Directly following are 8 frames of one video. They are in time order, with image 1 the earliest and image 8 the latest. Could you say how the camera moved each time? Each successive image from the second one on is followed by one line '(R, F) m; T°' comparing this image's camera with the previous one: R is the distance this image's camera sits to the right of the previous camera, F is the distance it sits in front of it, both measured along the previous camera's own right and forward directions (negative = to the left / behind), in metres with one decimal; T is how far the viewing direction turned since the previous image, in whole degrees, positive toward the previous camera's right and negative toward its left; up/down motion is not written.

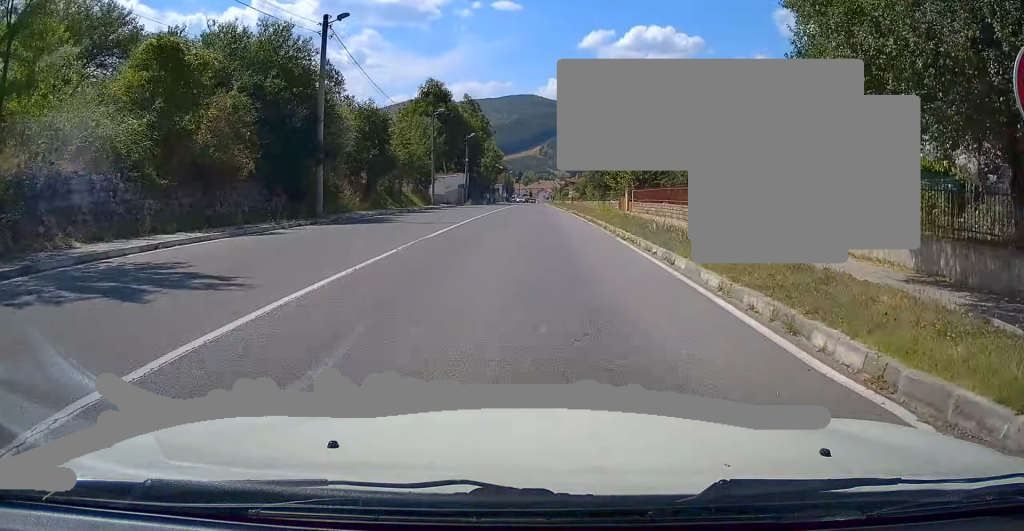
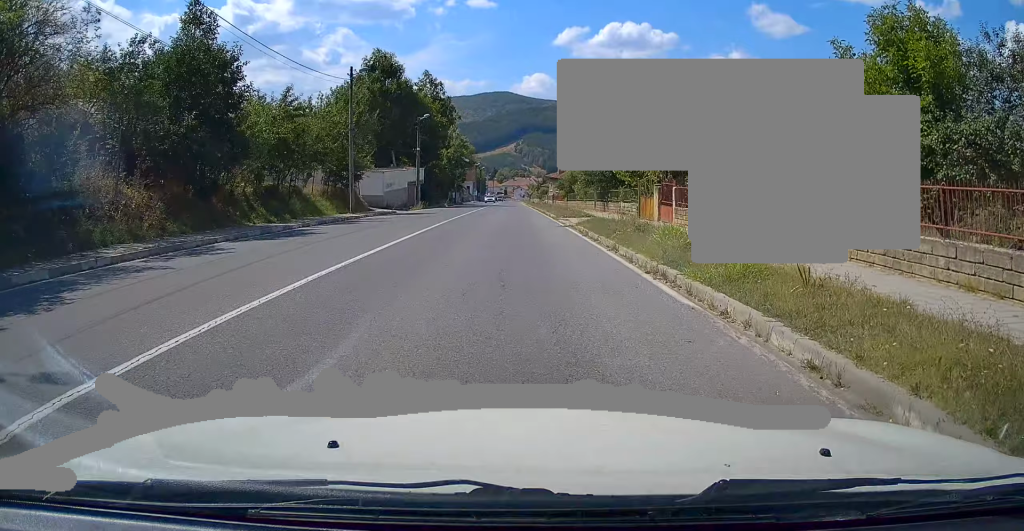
(+1.0, +17.9) m; +4°
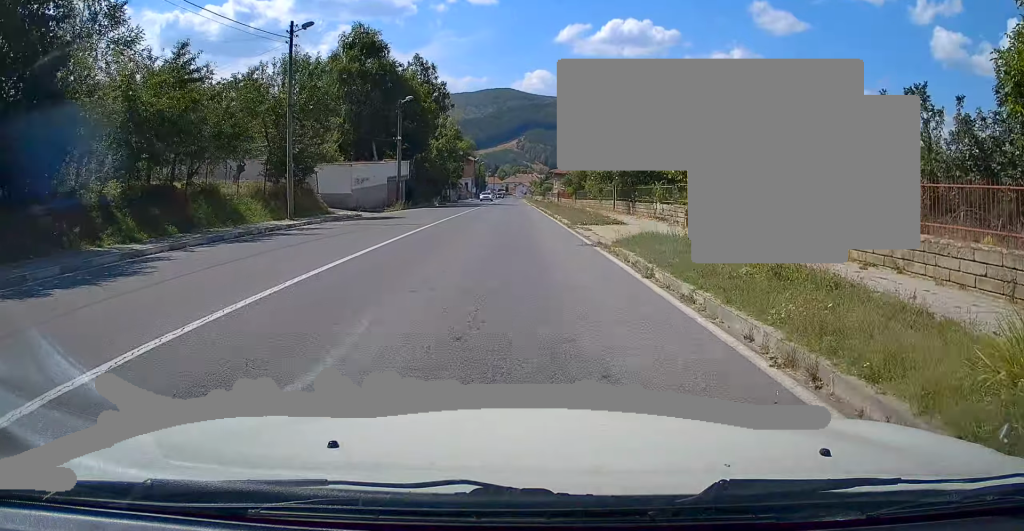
(+0.2, +9.2) m; 0°
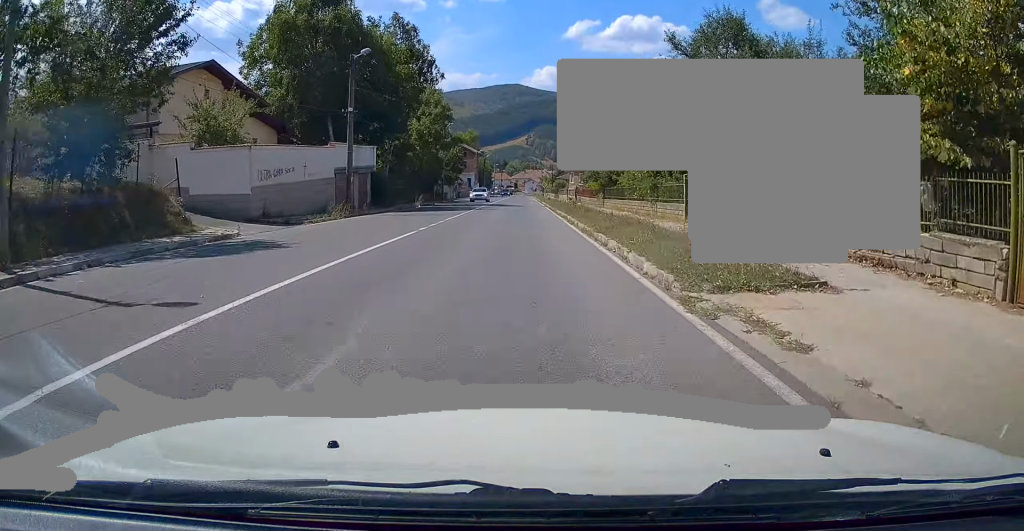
(-0.3, +15.6) m; -1°
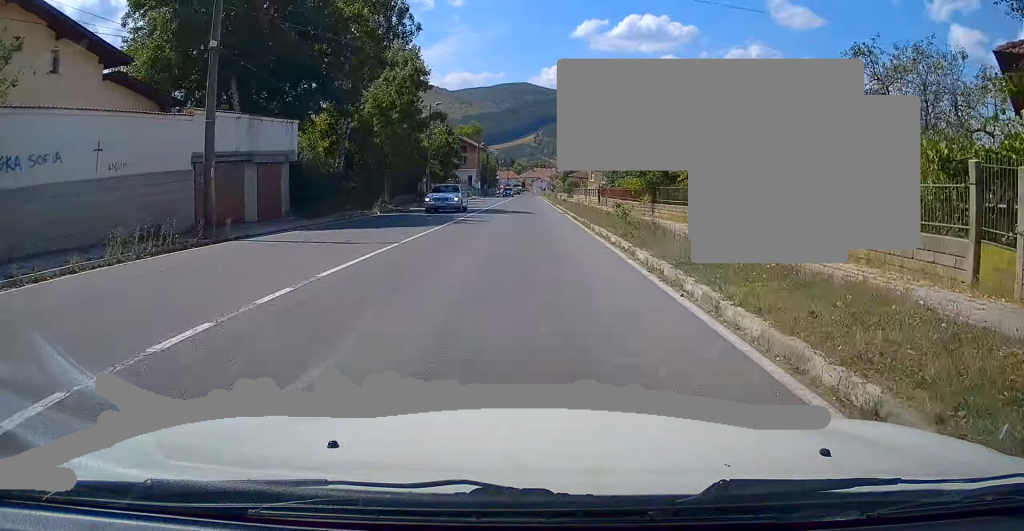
(+0.1, +15.8) m; 0°
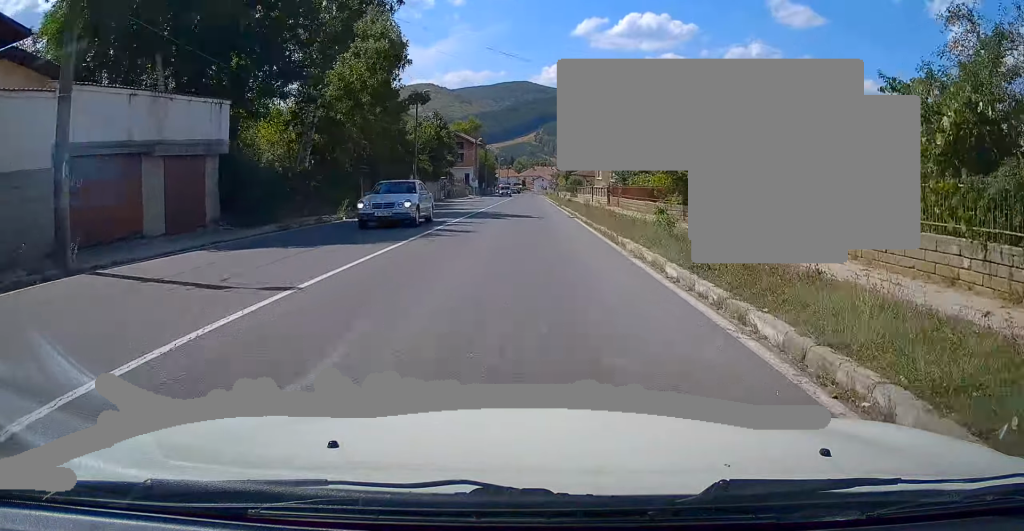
(+0.1, +6.3) m; -1°
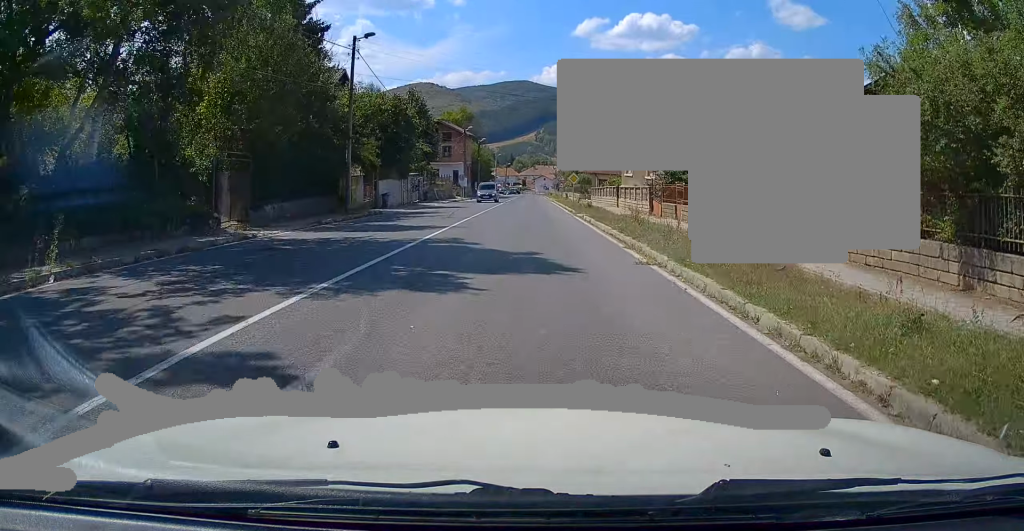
(-0.4, +17.2) m; 0°
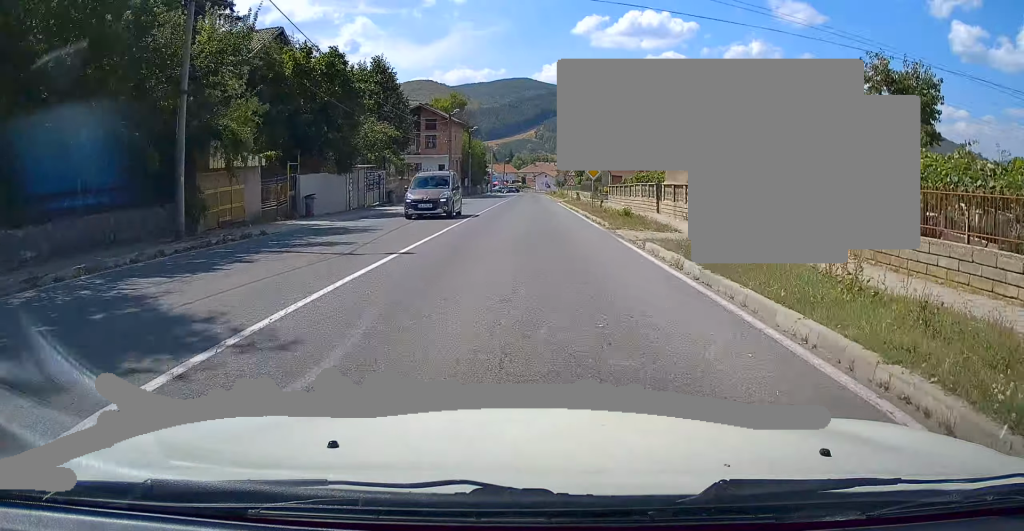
(+0.4, +14.5) m; 0°
